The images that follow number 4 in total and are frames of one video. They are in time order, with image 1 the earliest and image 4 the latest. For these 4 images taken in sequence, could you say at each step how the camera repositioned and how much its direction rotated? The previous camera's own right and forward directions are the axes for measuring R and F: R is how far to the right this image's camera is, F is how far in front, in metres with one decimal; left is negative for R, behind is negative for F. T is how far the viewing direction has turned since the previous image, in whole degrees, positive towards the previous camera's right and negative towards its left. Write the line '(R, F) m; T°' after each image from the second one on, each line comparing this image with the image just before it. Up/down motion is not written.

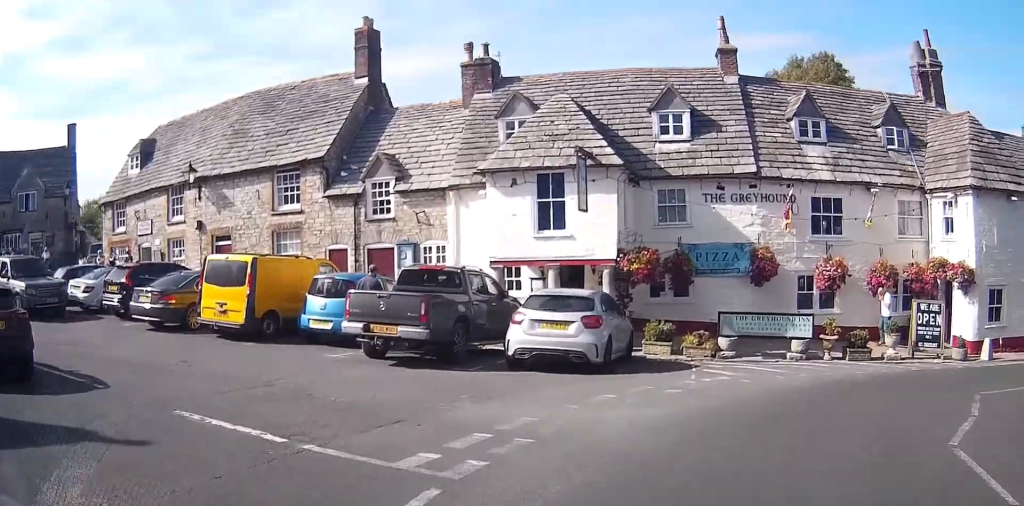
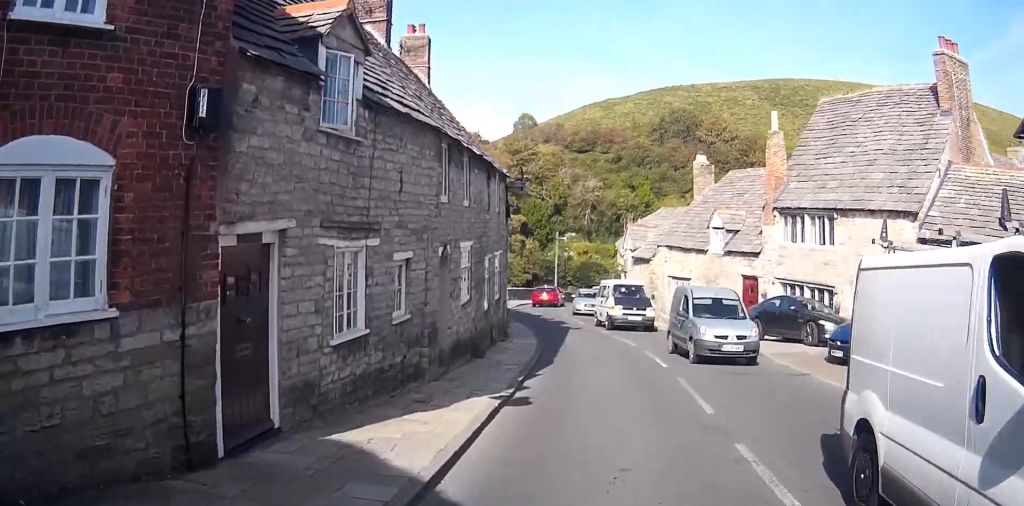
(+14.3, +17.6) m; +64°
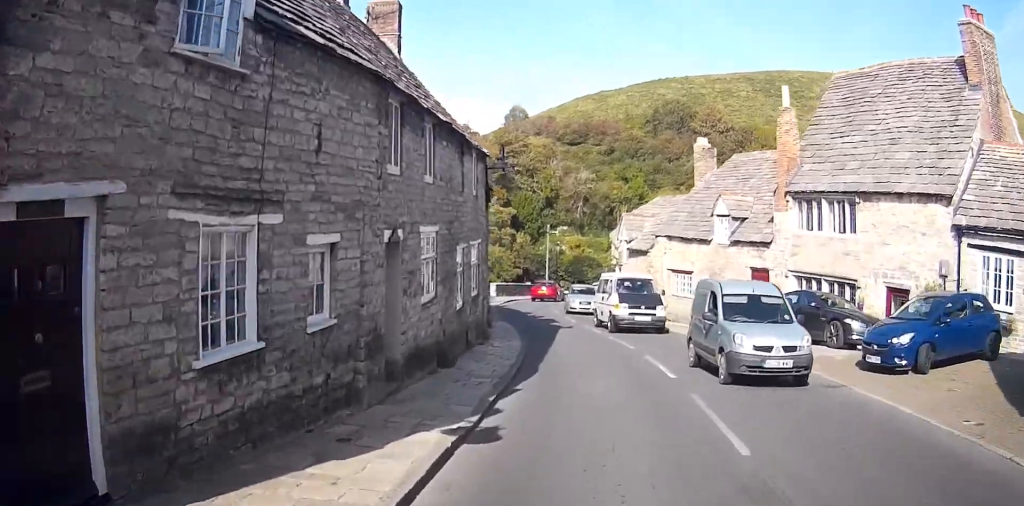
(0.0, +2.7) m; 0°
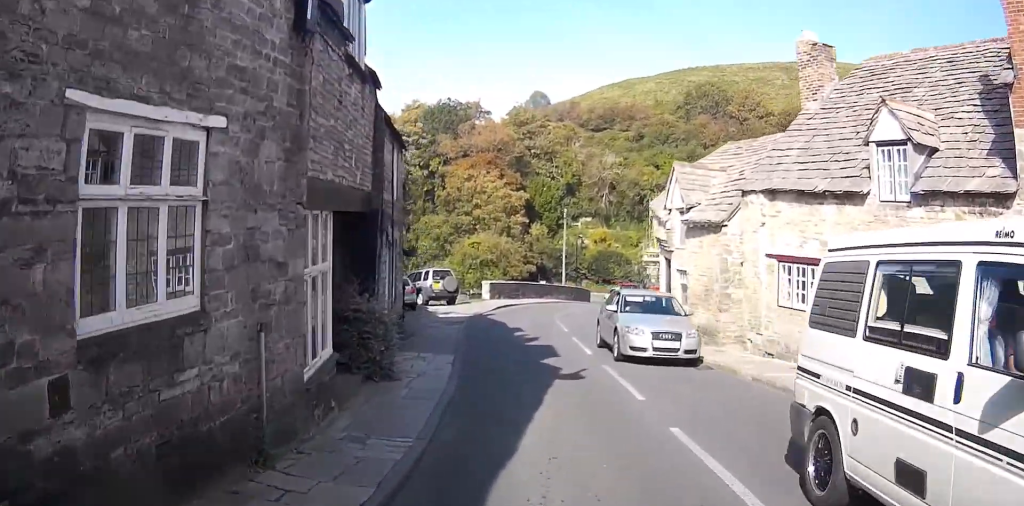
(0.0, +14.1) m; -2°
